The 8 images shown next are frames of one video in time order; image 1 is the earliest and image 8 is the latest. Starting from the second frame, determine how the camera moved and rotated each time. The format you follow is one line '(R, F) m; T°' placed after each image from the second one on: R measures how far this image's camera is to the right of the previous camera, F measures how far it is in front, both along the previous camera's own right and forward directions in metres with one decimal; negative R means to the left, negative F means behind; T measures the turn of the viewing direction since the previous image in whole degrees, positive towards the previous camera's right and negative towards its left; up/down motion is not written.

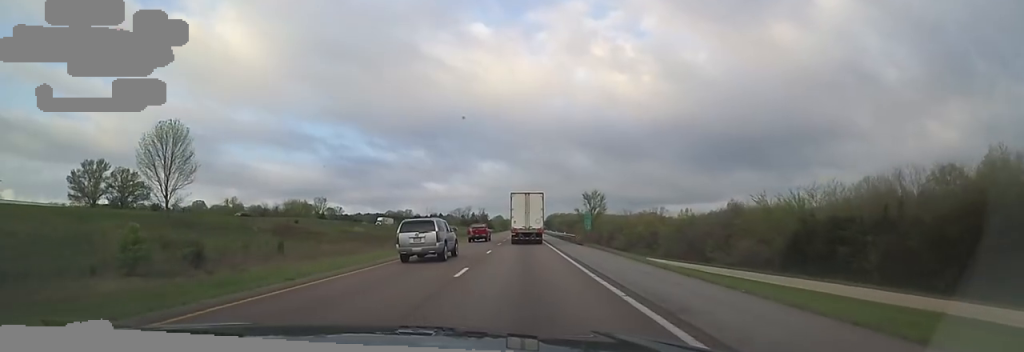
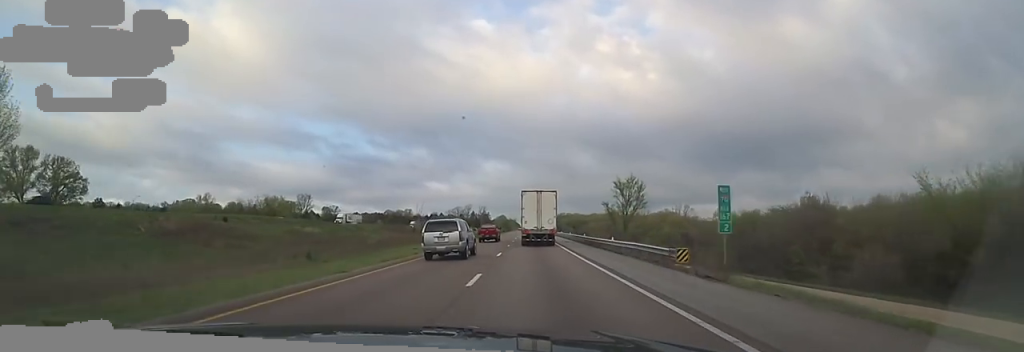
(+0.2, +26.3) m; 0°
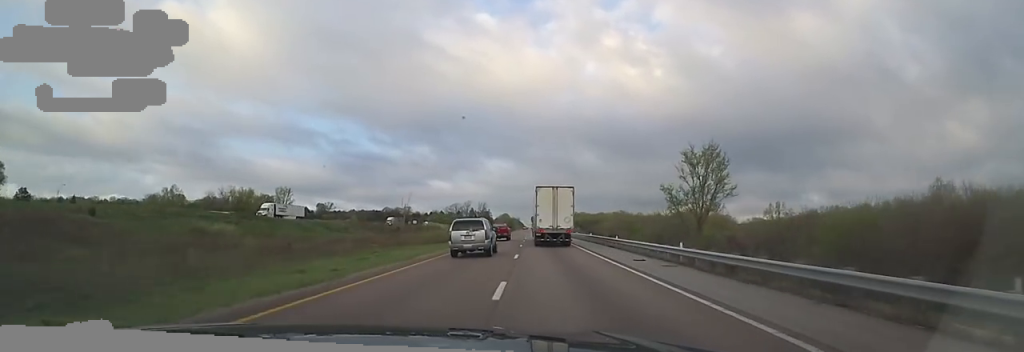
(+0.5, +26.4) m; 0°
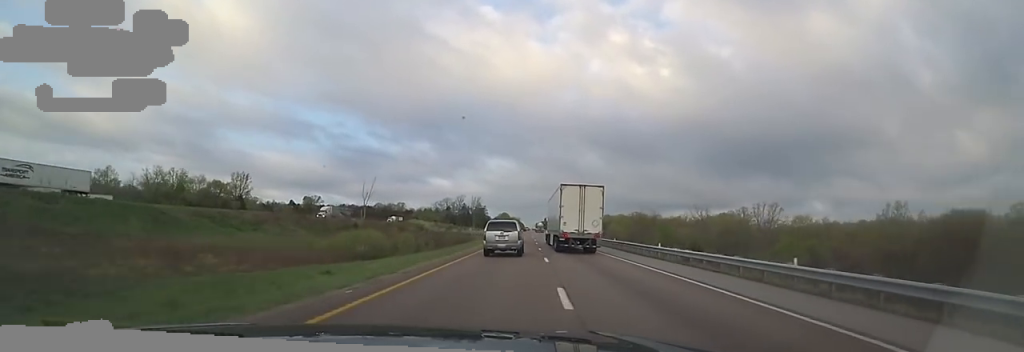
(-0.7, +36.9) m; 0°
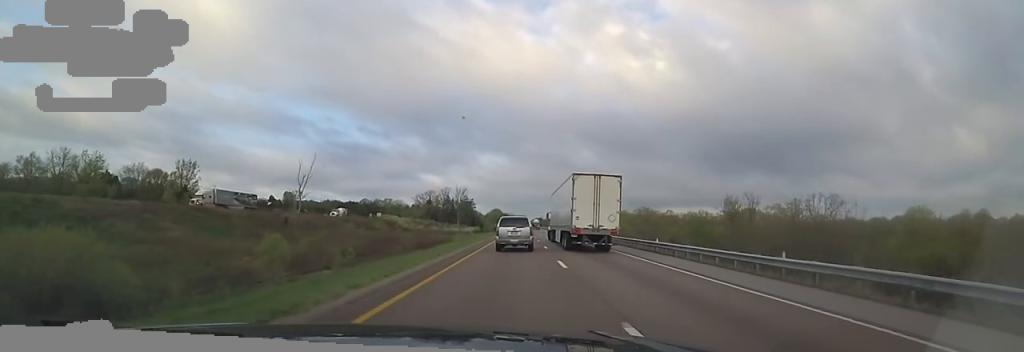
(+0.6, +28.6) m; +2°
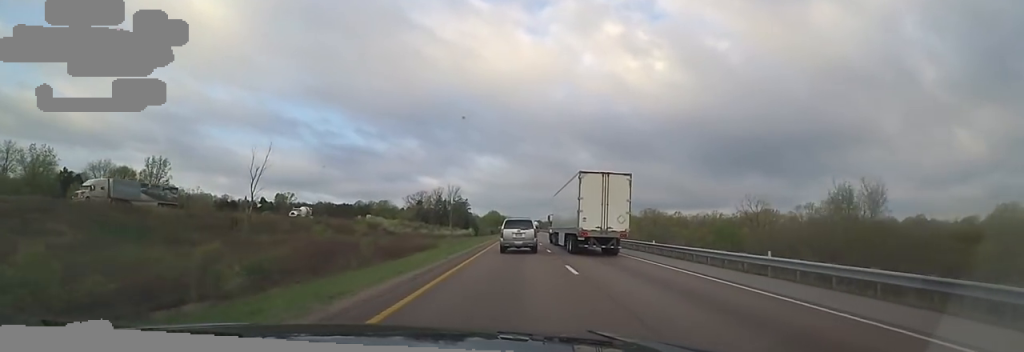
(+0.4, +13.9) m; +1°
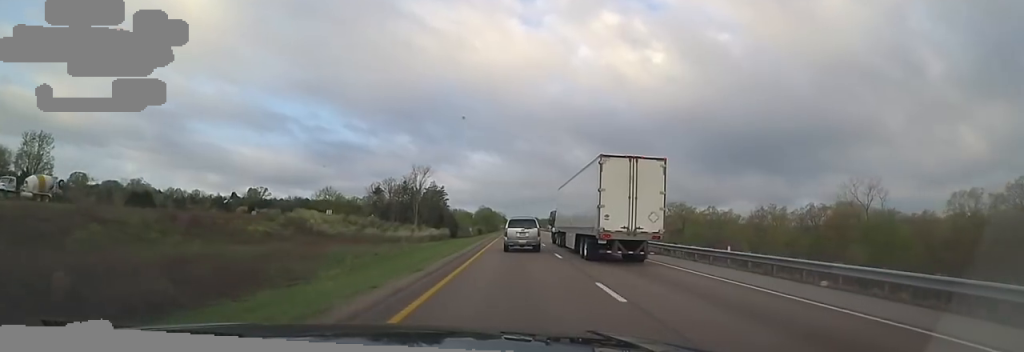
(-0.4, +41.8) m; -2°
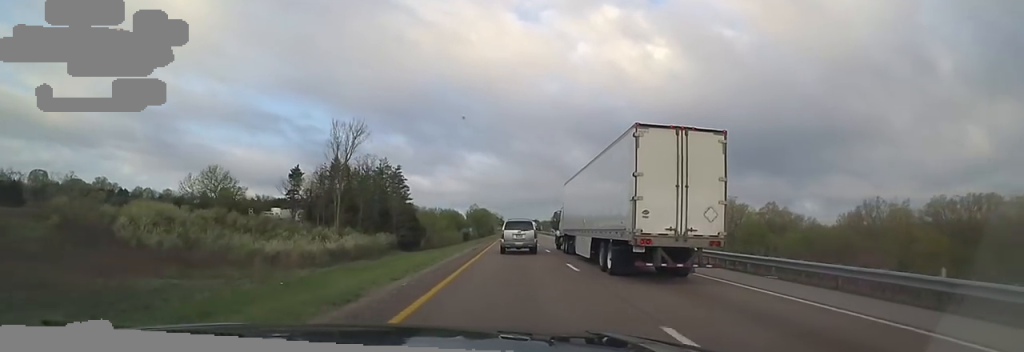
(-0.2, +40.7) m; +1°
